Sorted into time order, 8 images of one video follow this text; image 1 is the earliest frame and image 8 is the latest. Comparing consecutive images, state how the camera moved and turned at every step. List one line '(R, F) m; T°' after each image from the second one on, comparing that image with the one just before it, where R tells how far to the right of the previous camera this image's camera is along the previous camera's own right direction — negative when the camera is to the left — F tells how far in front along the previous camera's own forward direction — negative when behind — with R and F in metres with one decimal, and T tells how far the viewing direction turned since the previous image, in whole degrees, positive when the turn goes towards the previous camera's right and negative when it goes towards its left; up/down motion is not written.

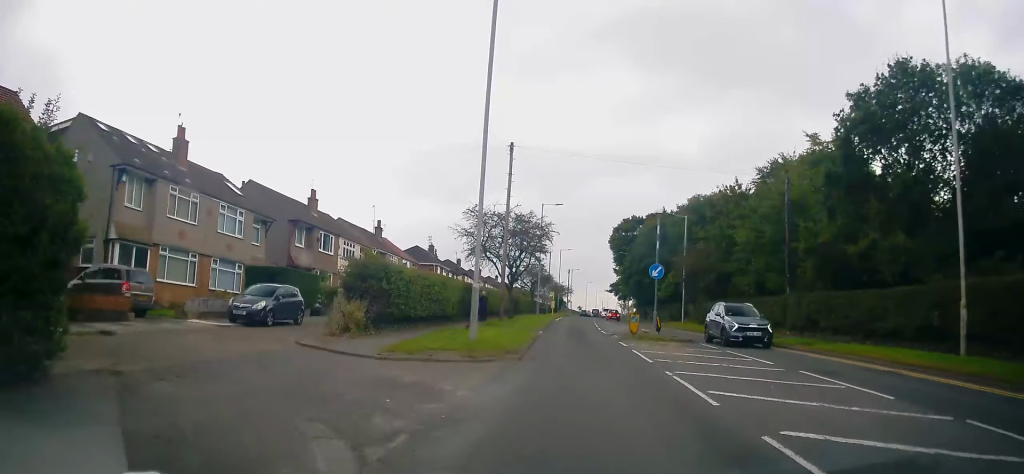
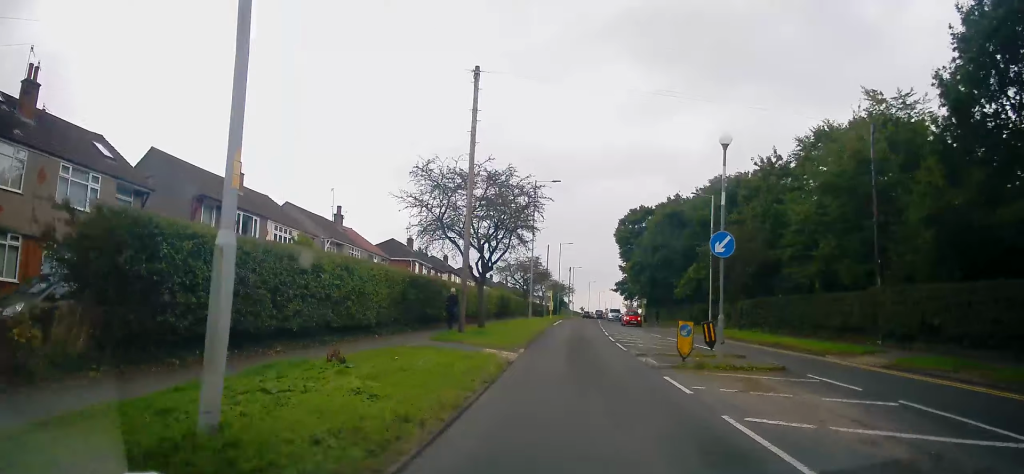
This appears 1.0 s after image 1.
(-0.2, +11.0) m; 0°
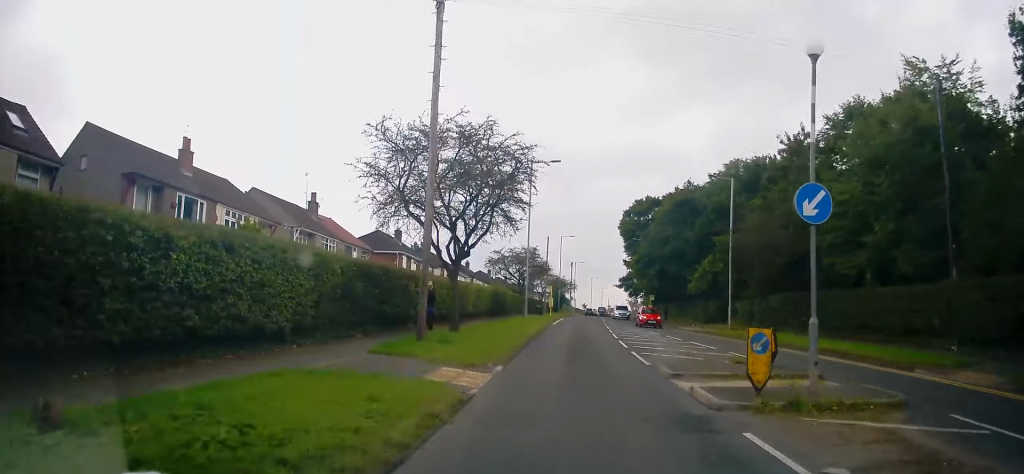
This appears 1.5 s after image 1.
(-0.1, +5.5) m; +1°
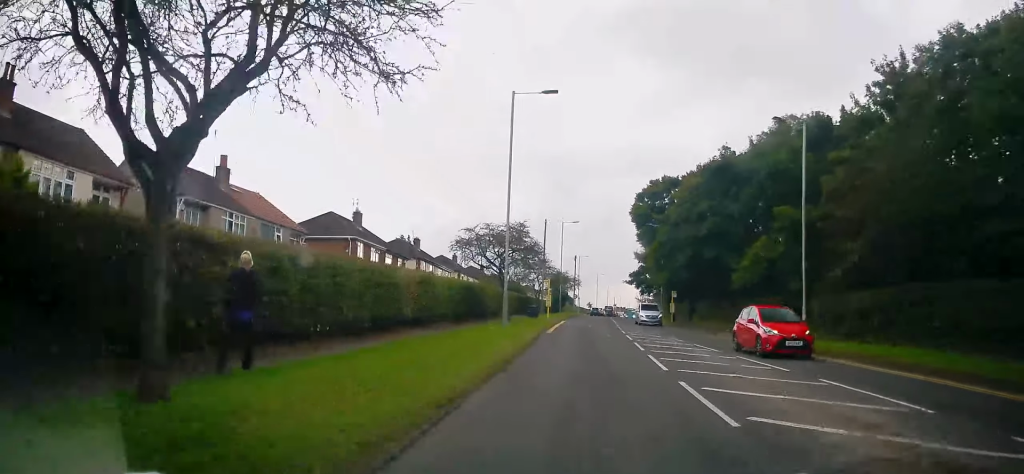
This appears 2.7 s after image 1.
(+0.2, +13.3) m; -1°
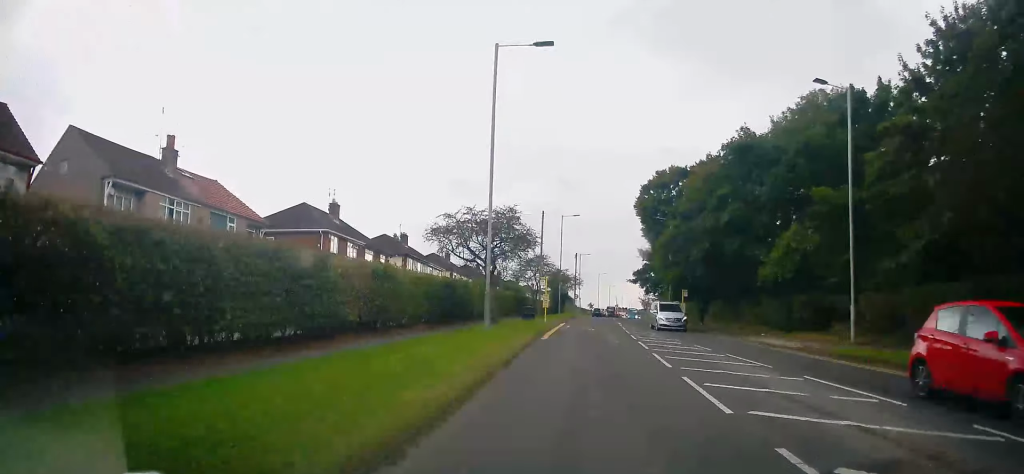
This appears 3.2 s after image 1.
(-0.2, +5.4) m; -1°
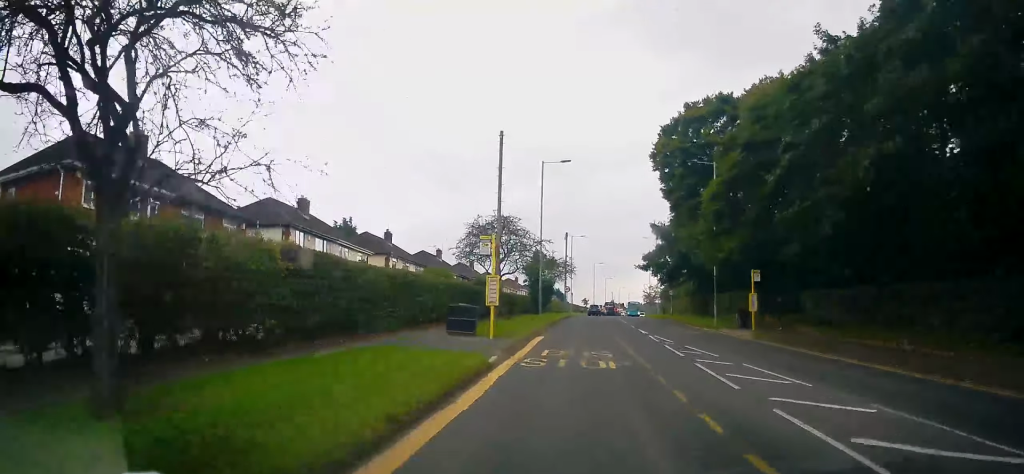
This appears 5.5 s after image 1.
(+0.3, +22.7) m; +3°
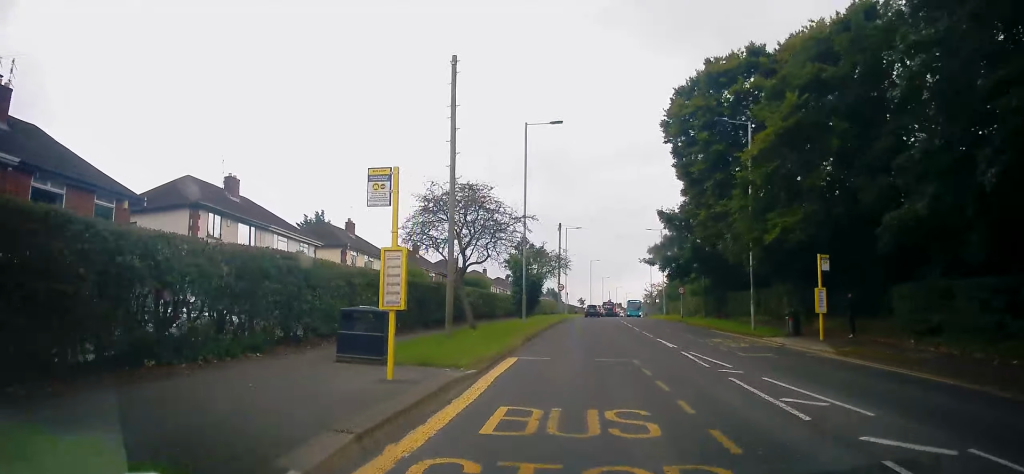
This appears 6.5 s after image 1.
(+0.3, +8.9) m; -2°
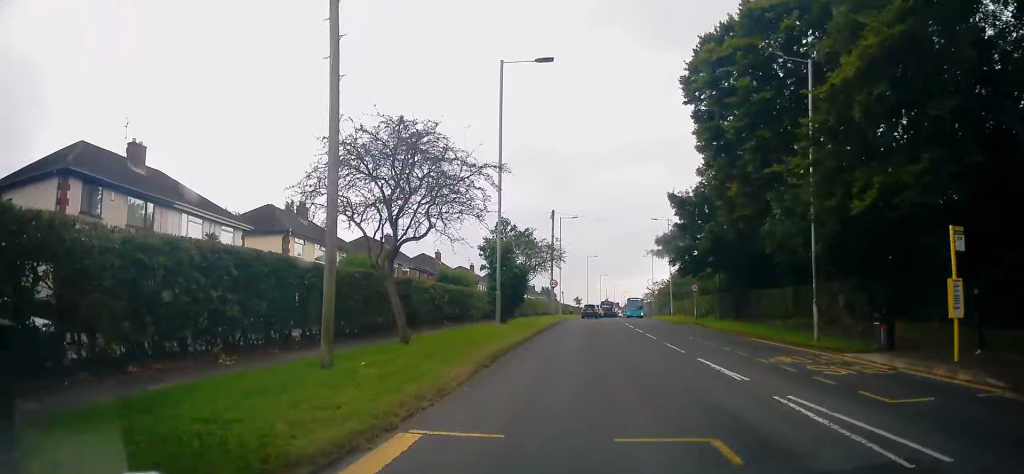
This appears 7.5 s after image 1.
(-0.6, +8.3) m; -1°
